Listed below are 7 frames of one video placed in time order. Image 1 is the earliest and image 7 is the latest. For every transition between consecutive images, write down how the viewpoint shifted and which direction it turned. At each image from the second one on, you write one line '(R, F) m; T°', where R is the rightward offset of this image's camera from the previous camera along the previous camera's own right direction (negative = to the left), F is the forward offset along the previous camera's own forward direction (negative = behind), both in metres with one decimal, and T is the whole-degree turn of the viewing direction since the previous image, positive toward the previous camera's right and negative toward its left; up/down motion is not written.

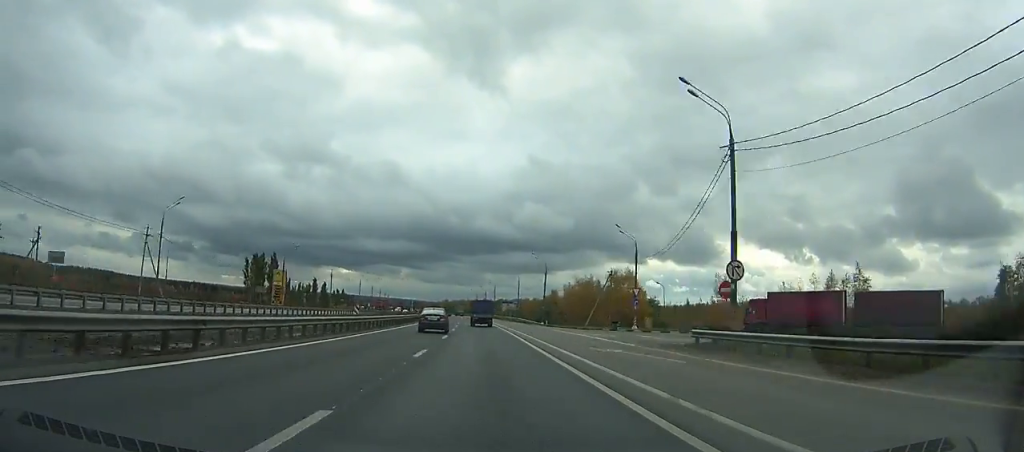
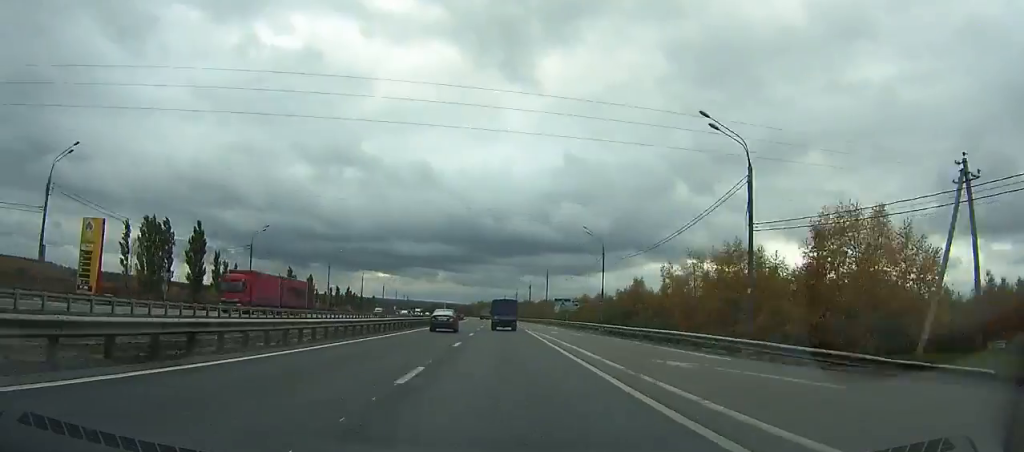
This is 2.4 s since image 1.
(-1.4, +67.7) m; -3°
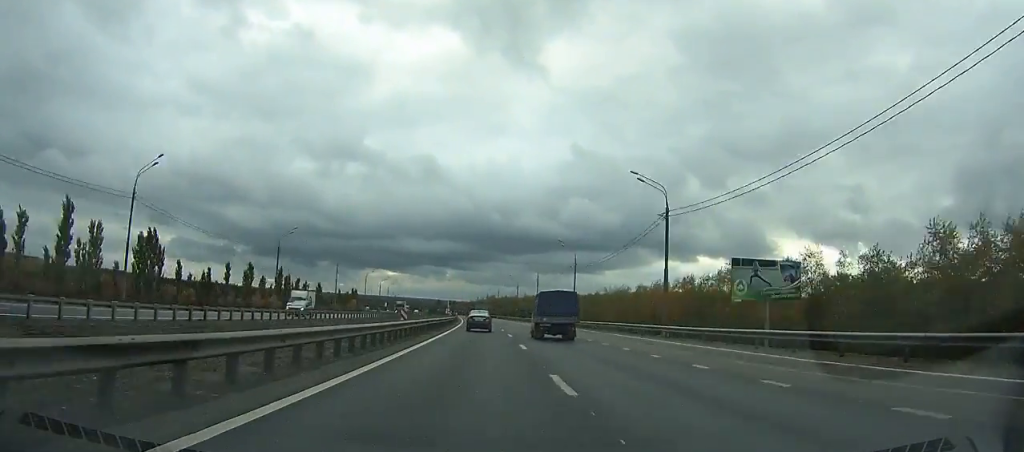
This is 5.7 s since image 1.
(-2.8, +96.6) m; -2°
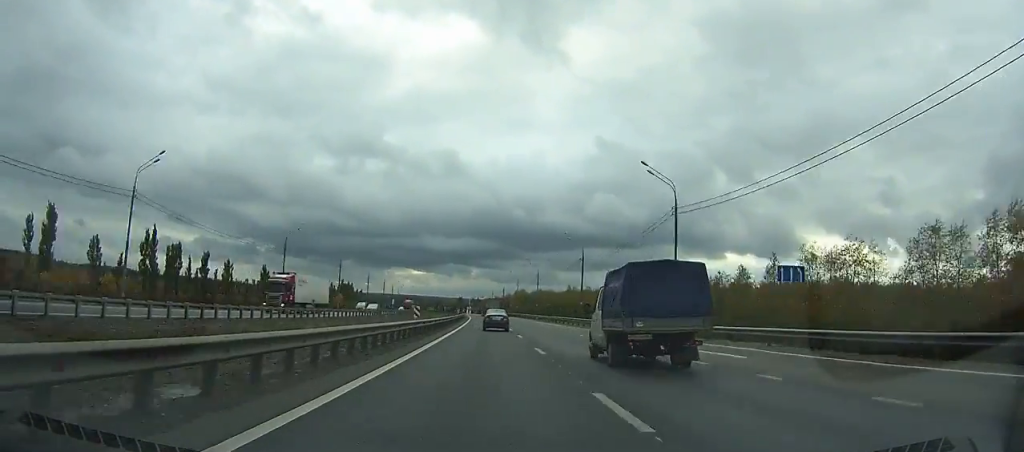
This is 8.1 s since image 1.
(-0.4, +72.7) m; -1°
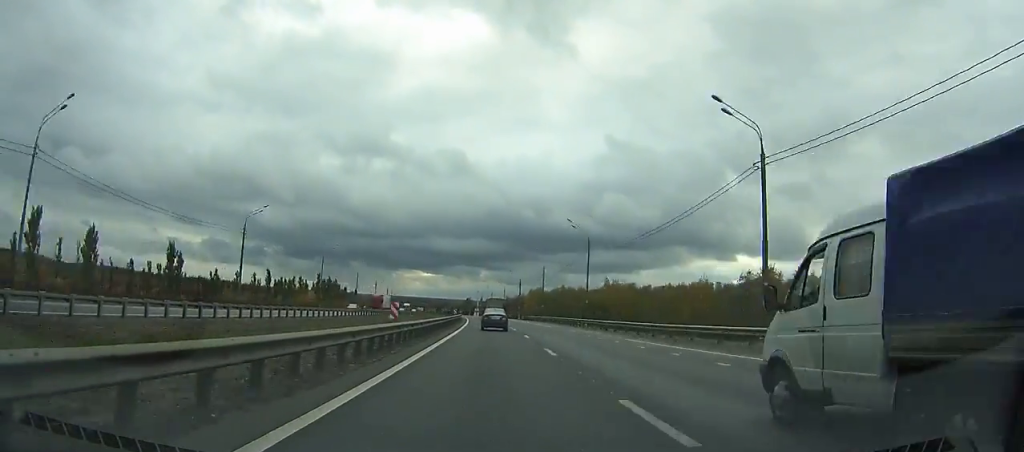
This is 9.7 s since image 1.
(-0.8, +49.6) m; -1°
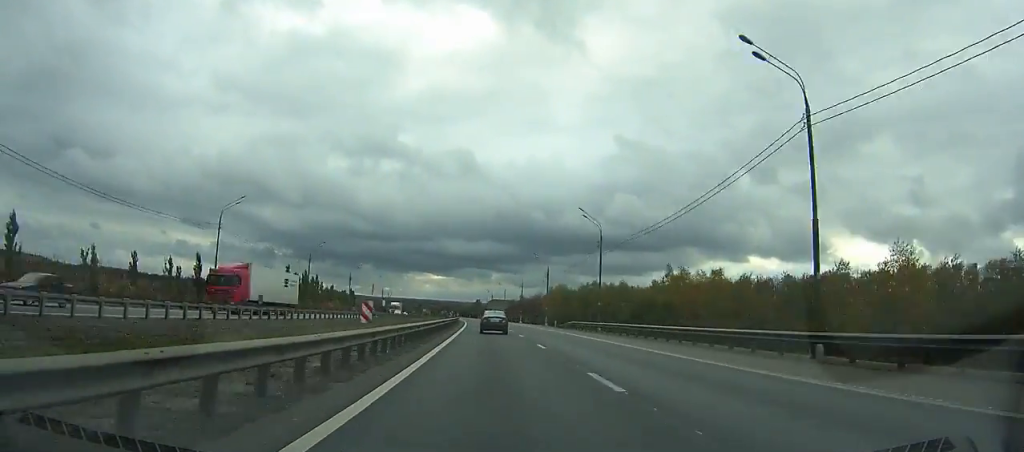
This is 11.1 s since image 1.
(-0.3, +43.6) m; -1°
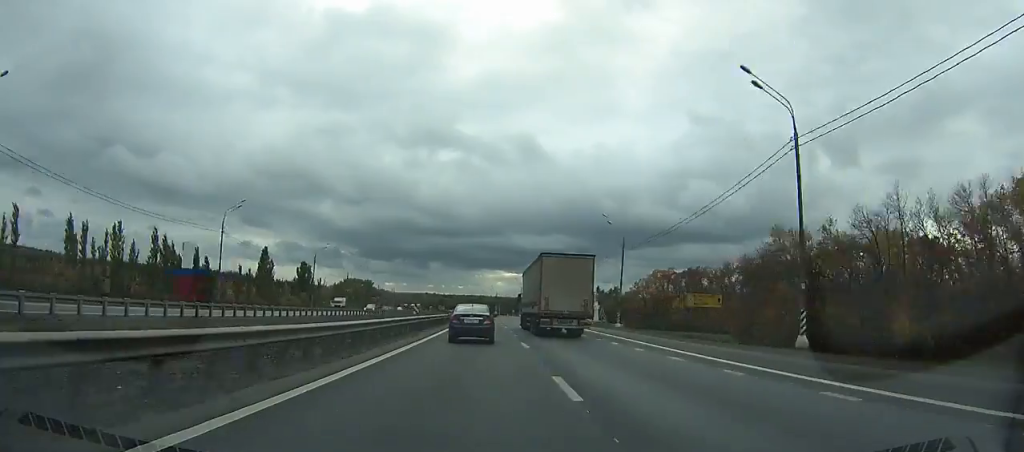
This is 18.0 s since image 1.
(-10.5, +214.1) m; -6°
